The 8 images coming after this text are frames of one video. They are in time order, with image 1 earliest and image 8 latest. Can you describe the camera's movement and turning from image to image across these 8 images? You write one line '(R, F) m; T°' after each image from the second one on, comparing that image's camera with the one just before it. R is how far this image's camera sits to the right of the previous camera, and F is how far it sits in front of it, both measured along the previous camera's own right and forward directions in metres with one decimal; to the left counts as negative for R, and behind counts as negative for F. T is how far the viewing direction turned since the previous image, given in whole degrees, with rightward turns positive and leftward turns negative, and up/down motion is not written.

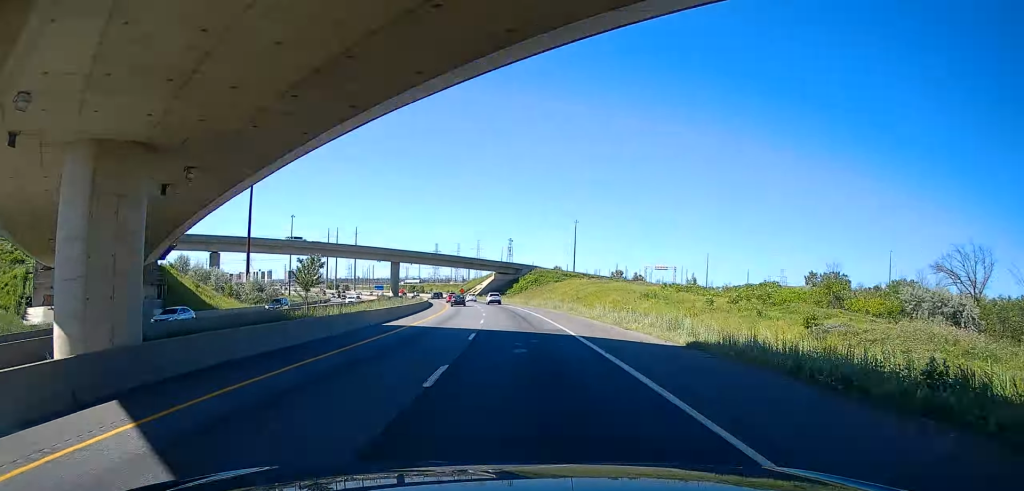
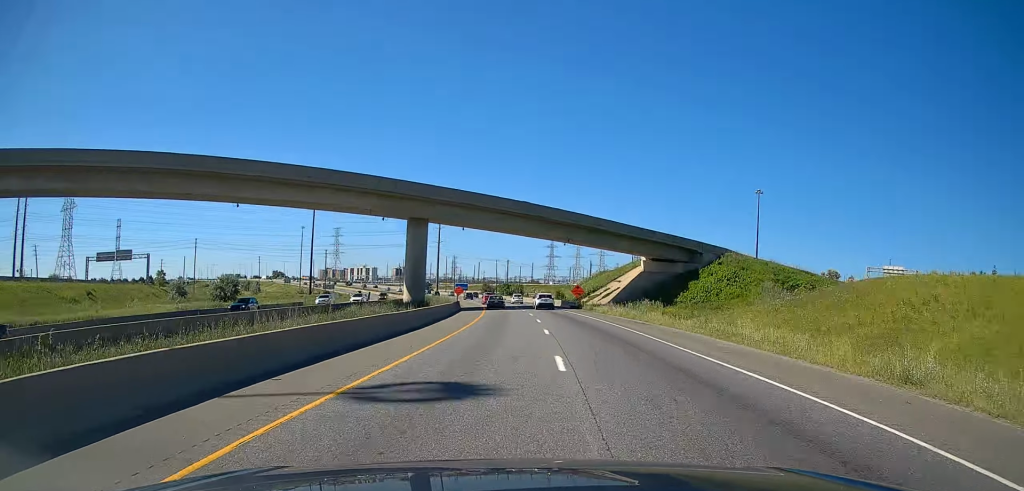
(-6.7, +103.0) m; -8°
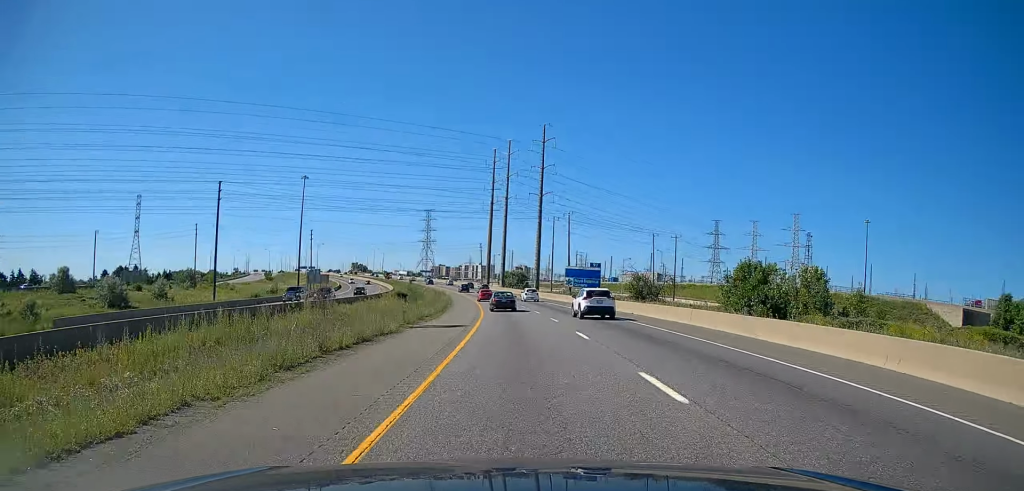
(-15.9, +151.0) m; -12°
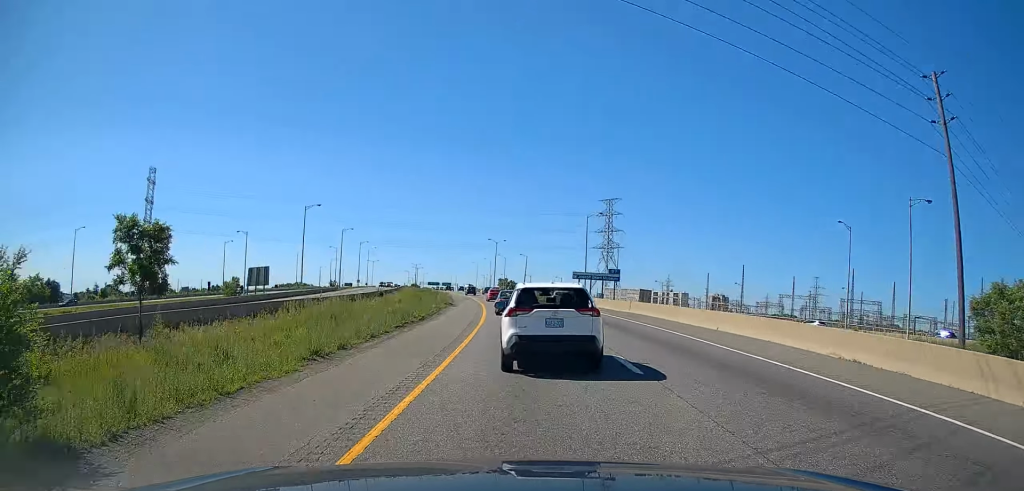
(-25.6, +191.1) m; -14°
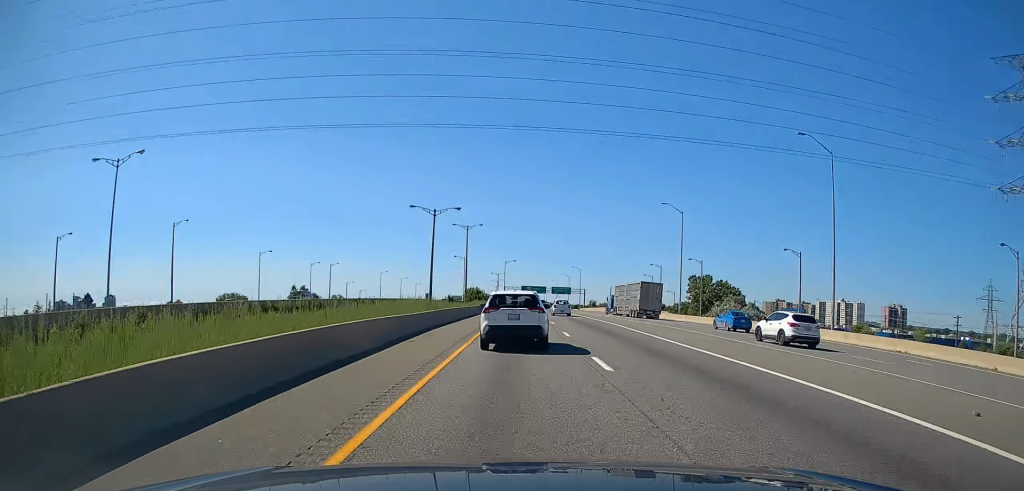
(-33.9, +280.8) m; -9°
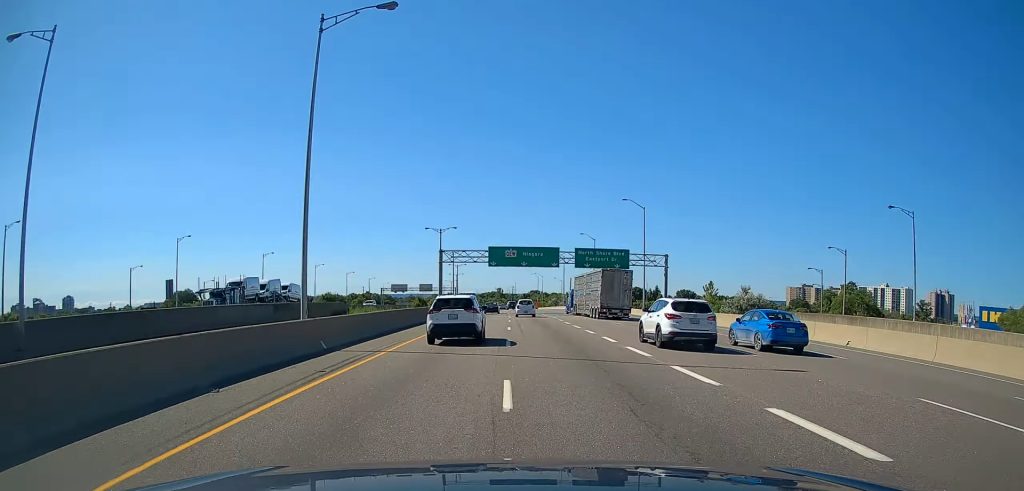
(+0.7, +160.6) m; -1°
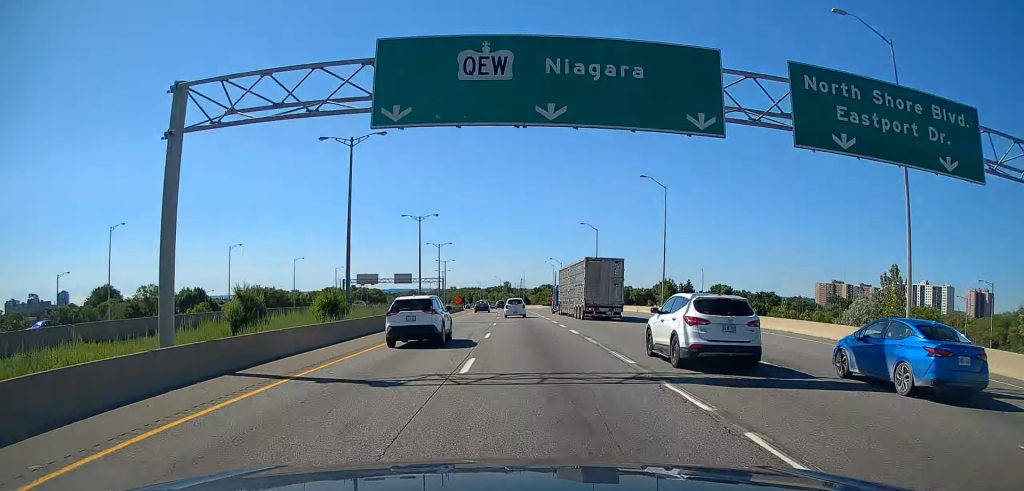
(-1.2, +68.4) m; -2°
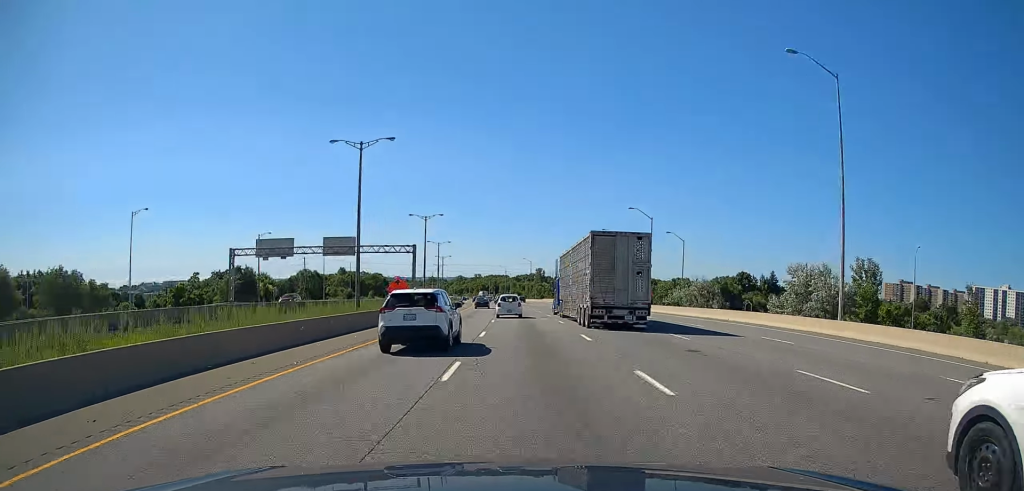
(-0.6, +90.5) m; -2°
